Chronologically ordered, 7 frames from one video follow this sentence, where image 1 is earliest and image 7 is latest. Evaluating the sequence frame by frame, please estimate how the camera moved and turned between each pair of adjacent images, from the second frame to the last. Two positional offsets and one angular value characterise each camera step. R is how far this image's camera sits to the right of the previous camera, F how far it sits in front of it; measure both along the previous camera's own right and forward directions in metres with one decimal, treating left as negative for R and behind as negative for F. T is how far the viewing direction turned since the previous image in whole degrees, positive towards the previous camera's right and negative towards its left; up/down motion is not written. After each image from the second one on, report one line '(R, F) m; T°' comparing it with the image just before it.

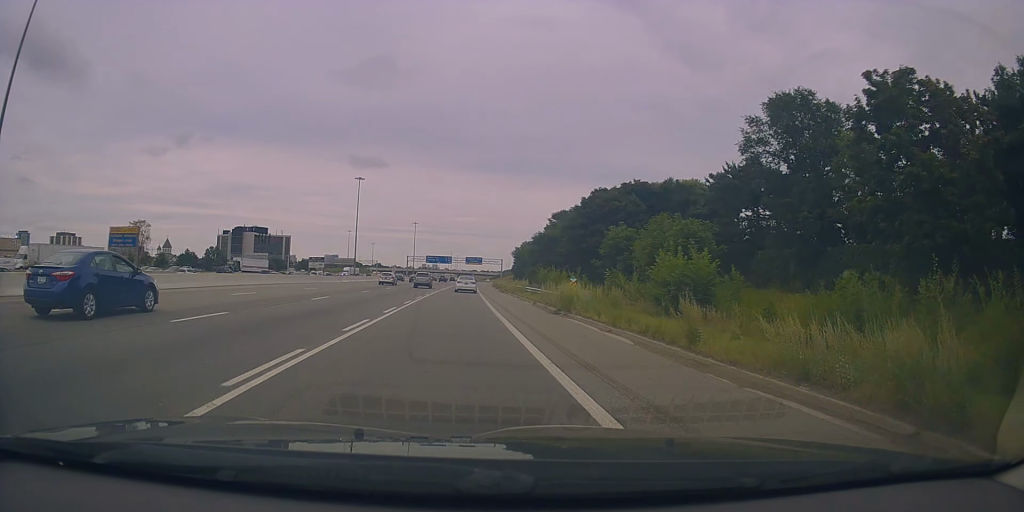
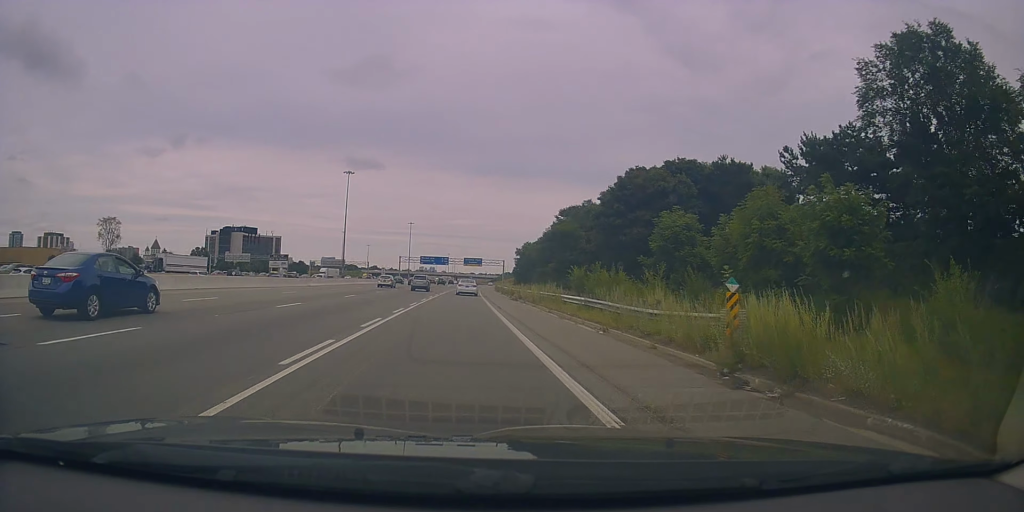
(-0.7, +16.8) m; -1°
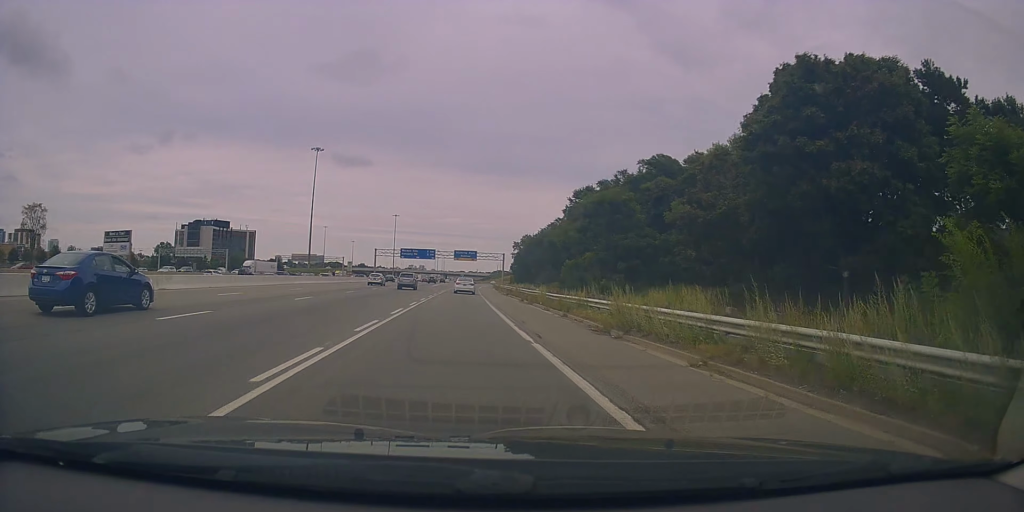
(+0.2, +32.3) m; +1°
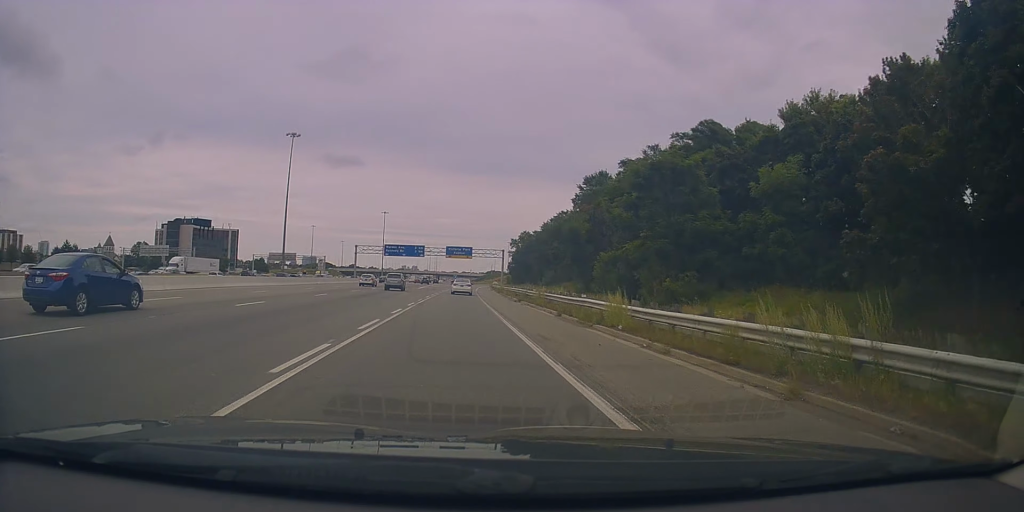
(0.0, +18.0) m; +1°
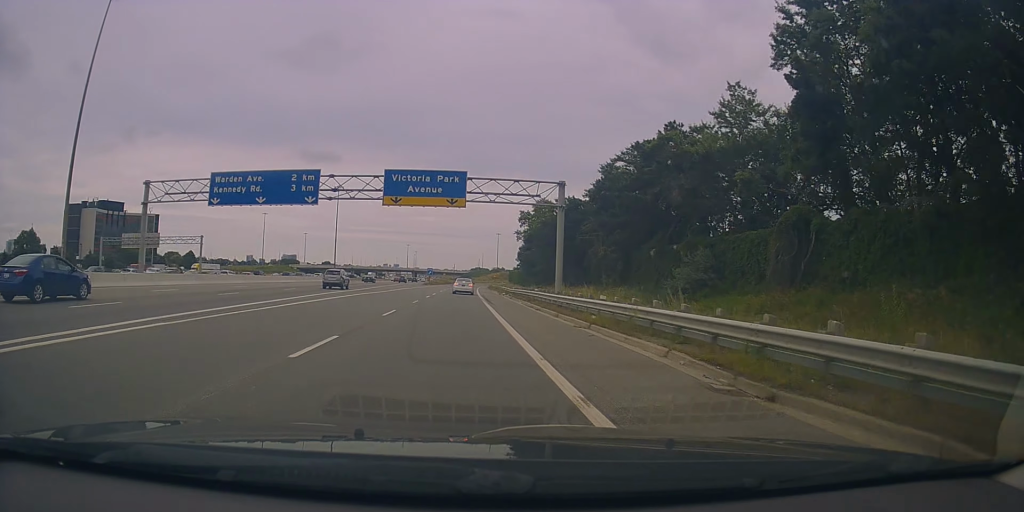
(+1.8, +79.5) m; +2°
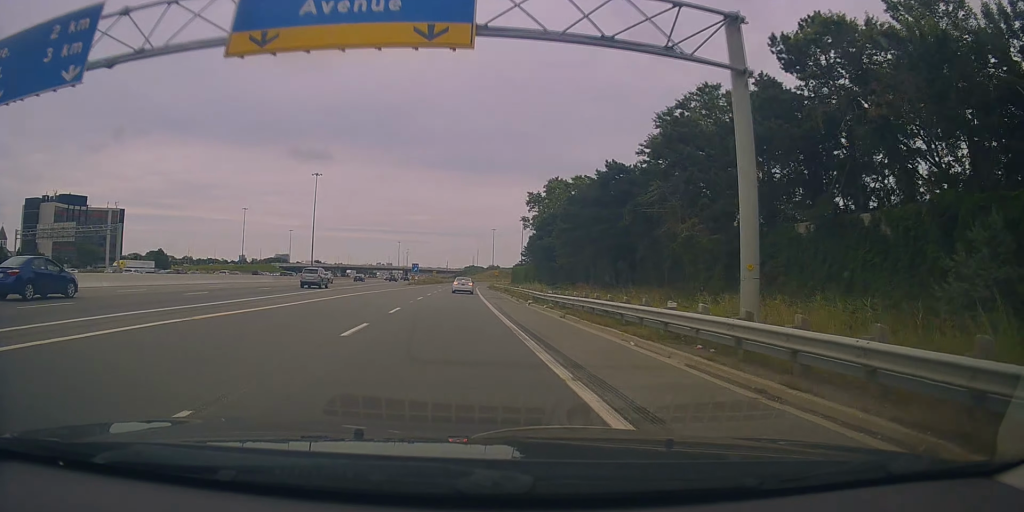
(0.0, +25.7) m; 0°
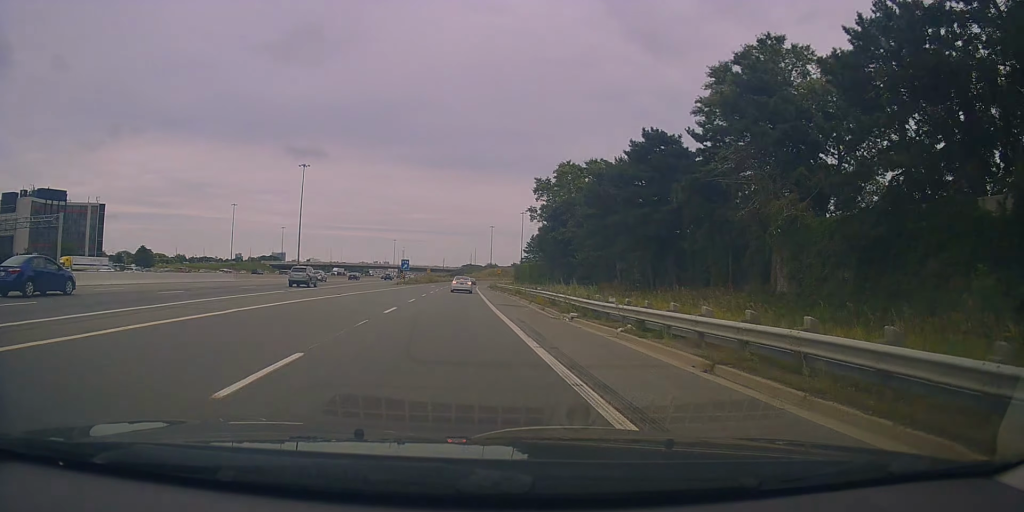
(0.0, +13.7) m; 0°
